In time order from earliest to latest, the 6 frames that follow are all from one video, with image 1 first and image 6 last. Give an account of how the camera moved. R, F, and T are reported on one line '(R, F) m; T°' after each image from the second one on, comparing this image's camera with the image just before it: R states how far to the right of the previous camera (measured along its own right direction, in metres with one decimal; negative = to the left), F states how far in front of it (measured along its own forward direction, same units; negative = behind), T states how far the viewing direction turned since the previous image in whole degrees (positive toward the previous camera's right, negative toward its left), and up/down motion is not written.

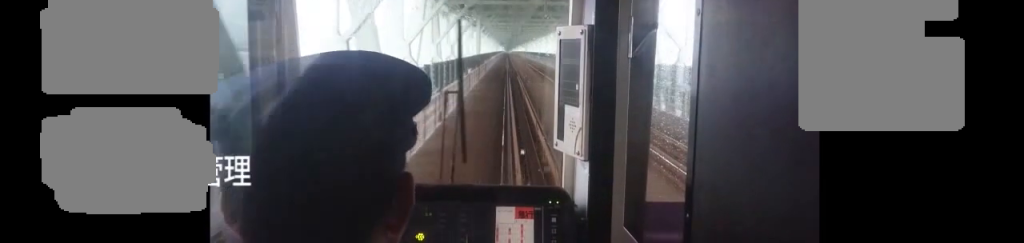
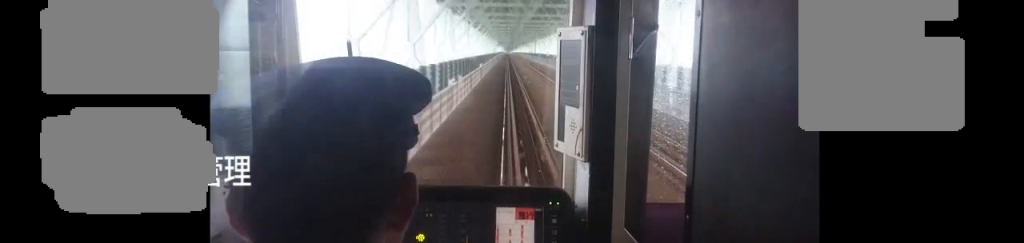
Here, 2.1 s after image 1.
(-0.7, +48.8) m; -3°
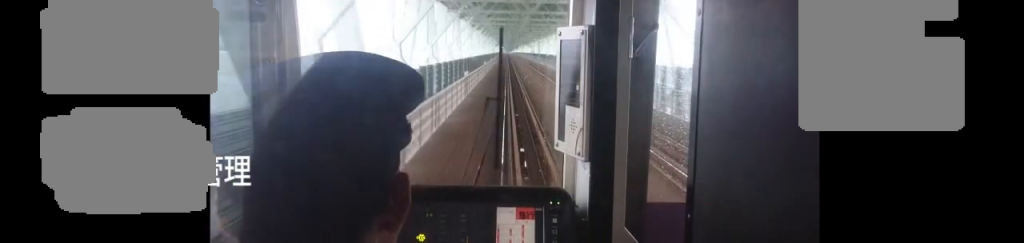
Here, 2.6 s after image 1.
(-0.1, +13.3) m; 0°
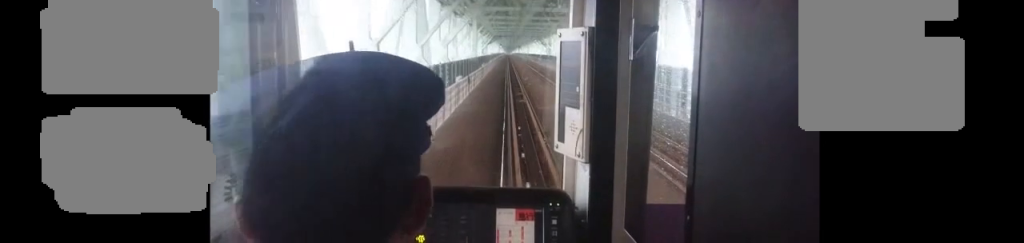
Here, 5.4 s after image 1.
(+1.1, +64.7) m; +1°
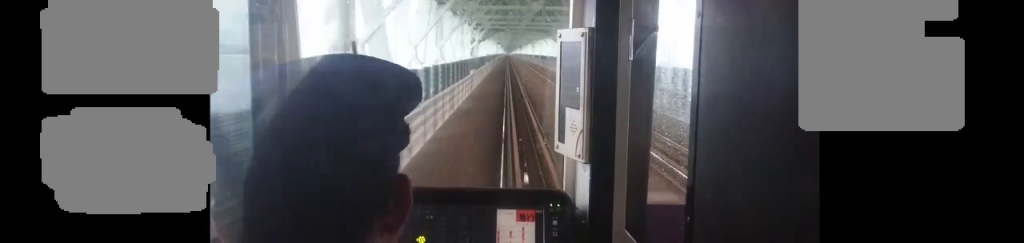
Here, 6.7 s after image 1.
(+0.2, +31.5) m; 0°
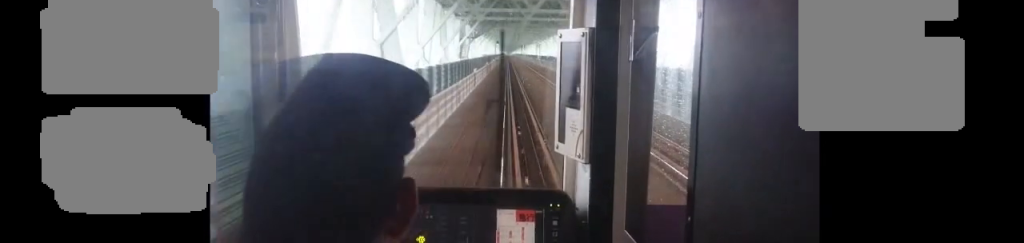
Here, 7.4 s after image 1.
(-0.1, +17.3) m; 0°
